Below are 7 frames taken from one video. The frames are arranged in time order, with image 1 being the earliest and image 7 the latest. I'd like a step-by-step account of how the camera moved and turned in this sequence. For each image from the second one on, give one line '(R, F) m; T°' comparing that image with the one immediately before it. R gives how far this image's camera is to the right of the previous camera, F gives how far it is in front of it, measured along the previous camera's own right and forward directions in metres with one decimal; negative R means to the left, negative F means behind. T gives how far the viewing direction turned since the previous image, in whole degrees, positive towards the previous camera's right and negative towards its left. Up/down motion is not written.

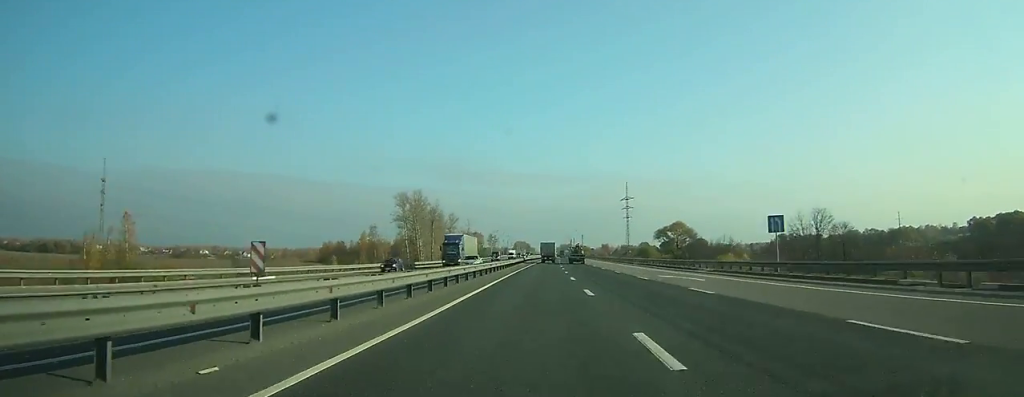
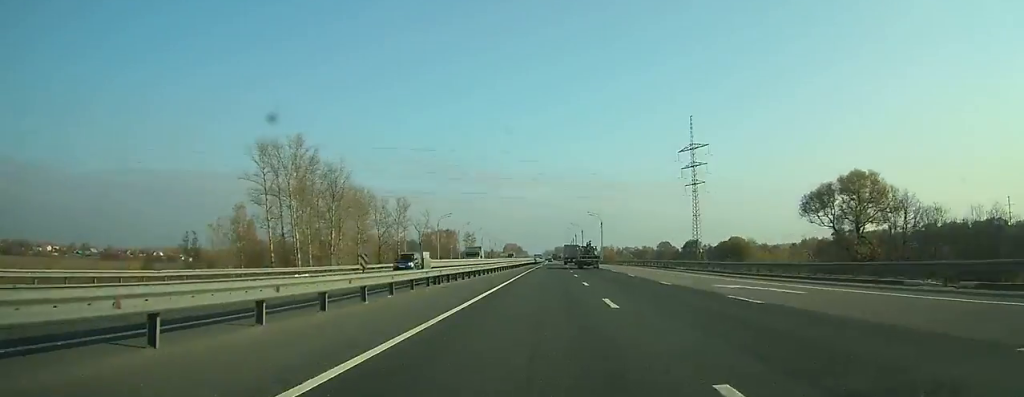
(+0.3, +110.2) m; +1°
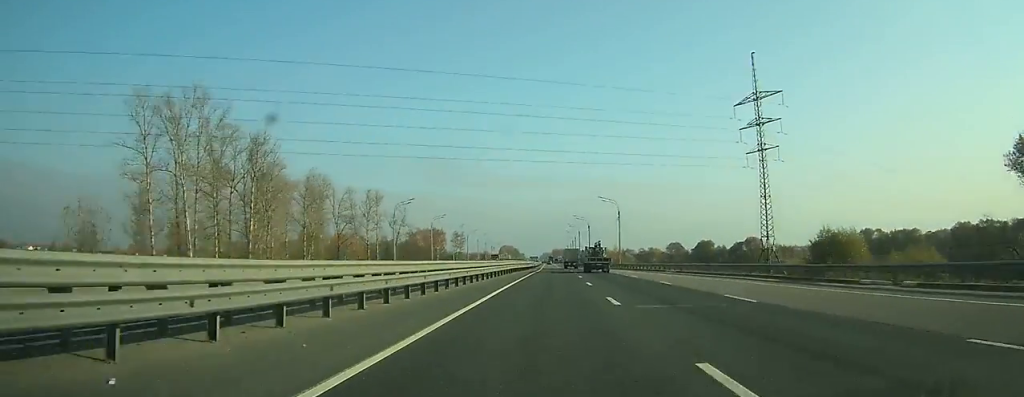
(+0.1, +37.5) m; 0°
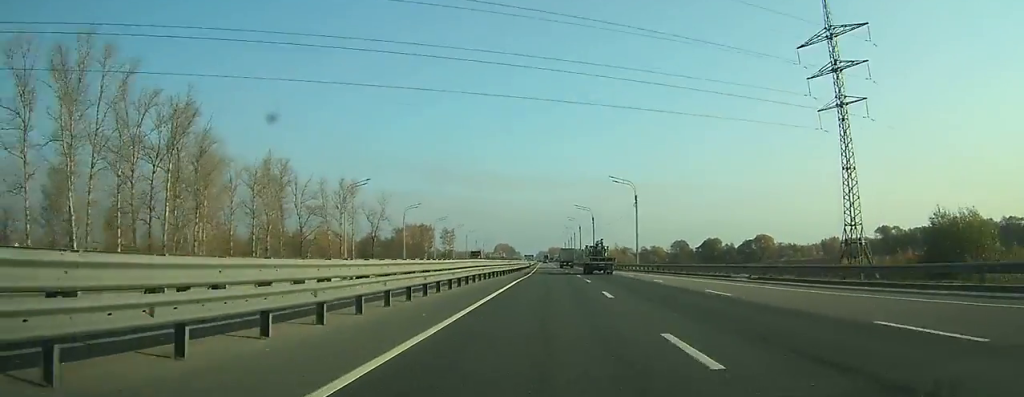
(0.0, +22.1) m; 0°
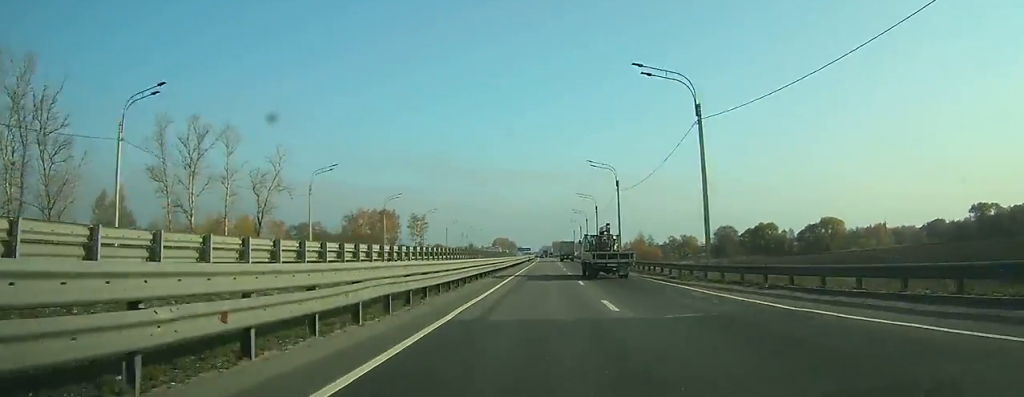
(+0.2, +67.6) m; 0°
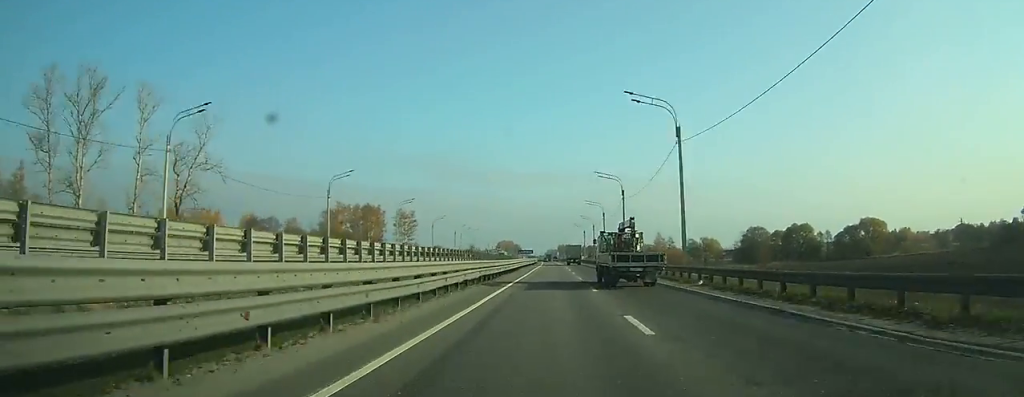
(0.0, +24.9) m; 0°
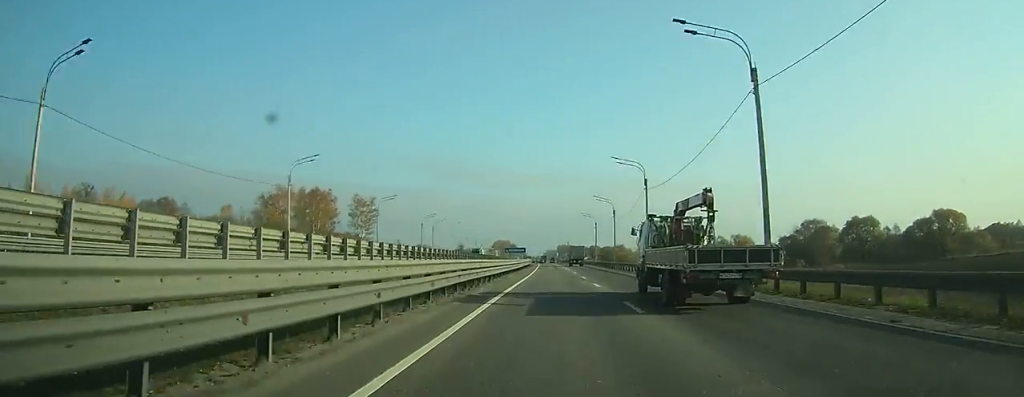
(-0.2, +42.1) m; 0°
